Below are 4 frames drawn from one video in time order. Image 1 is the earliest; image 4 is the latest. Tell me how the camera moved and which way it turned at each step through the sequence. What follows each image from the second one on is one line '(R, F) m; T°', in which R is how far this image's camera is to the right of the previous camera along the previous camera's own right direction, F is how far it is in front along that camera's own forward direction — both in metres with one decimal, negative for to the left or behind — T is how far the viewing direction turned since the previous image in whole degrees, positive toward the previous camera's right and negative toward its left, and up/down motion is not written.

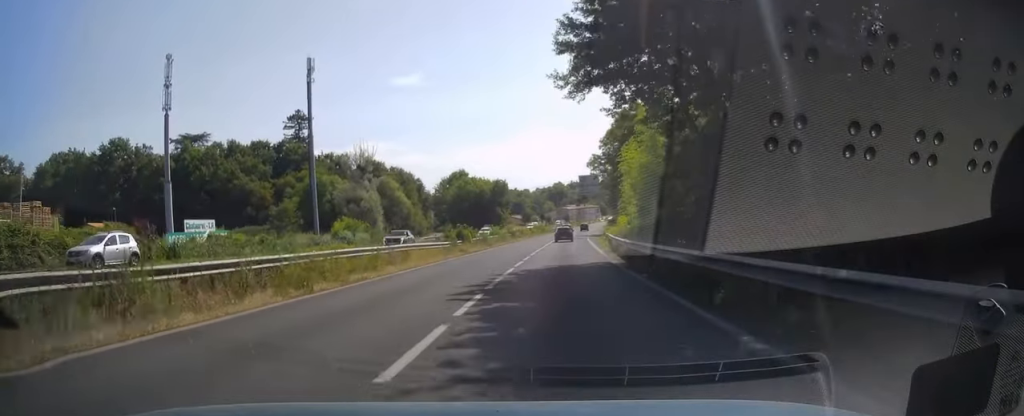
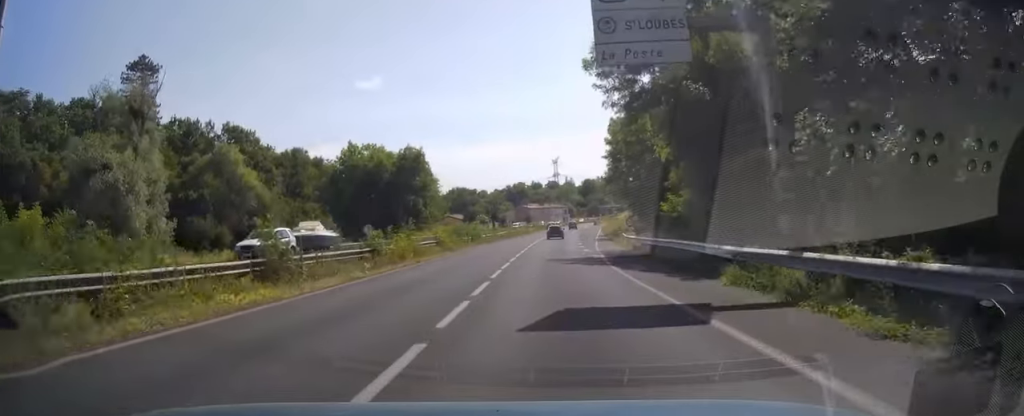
(+1.3, +61.4) m; +4°
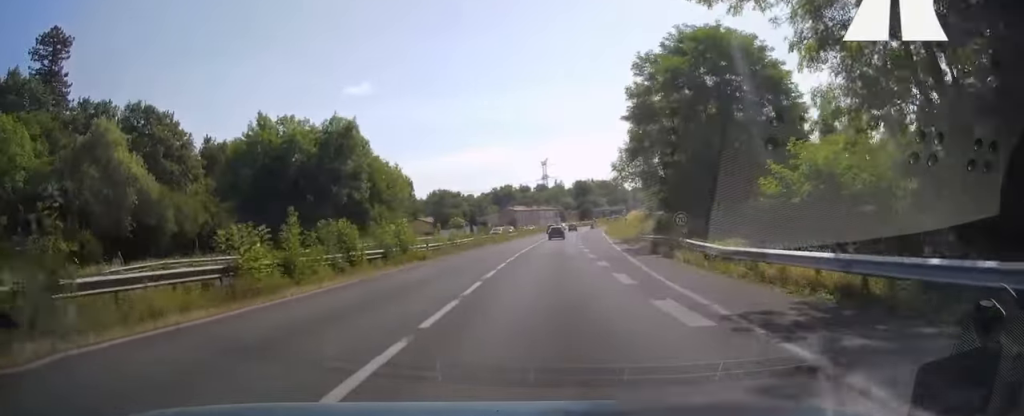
(+0.3, +25.2) m; +1°
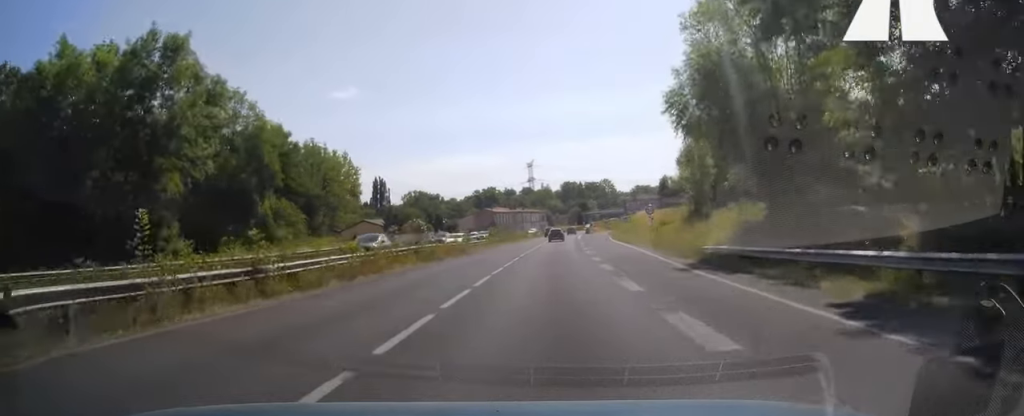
(0.0, +27.6) m; +2°
